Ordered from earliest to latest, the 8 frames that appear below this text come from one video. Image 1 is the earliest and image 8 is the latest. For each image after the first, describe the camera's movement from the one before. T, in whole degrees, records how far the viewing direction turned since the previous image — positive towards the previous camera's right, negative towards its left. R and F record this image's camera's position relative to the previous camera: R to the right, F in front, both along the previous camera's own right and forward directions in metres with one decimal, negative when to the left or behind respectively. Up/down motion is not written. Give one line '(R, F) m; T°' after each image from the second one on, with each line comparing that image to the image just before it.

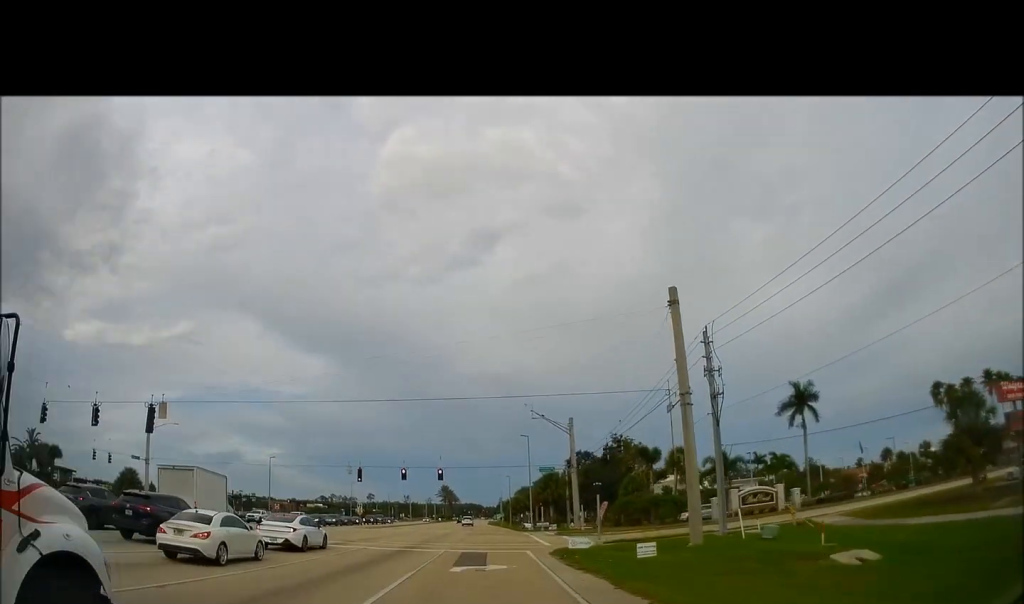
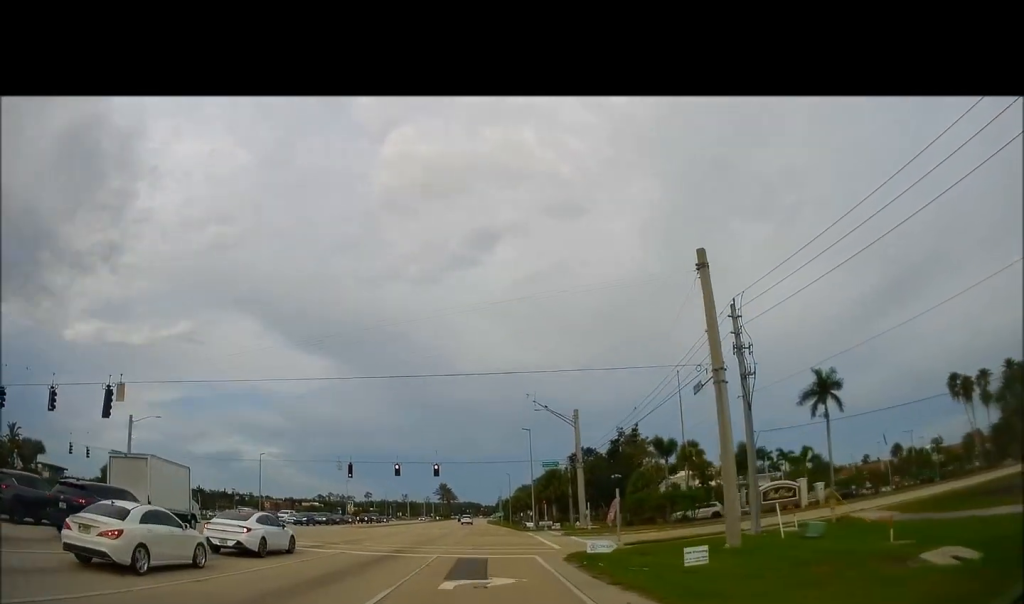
(+0.1, +5.3) m; -1°
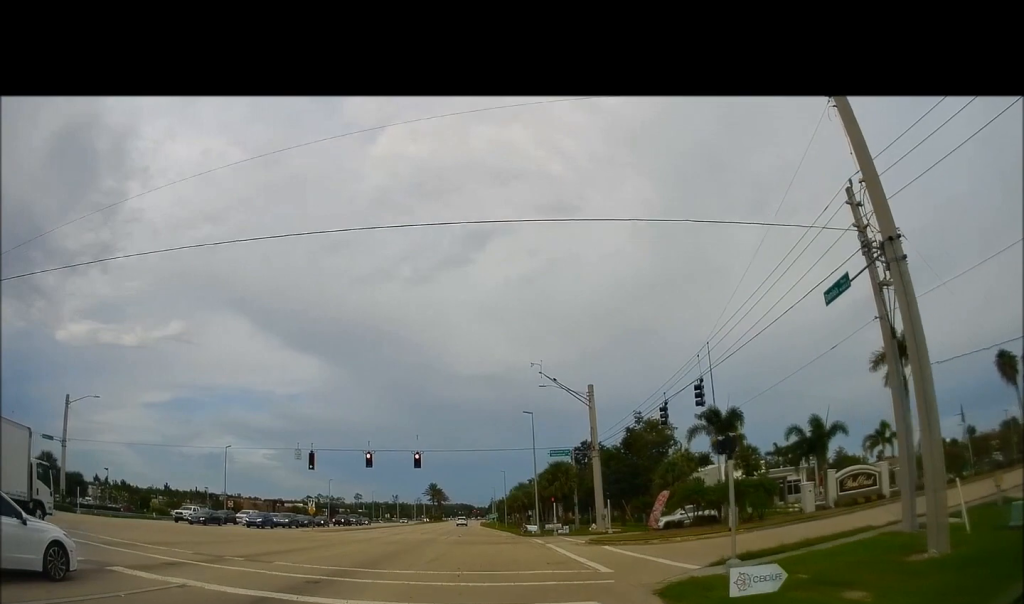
(-0.6, +15.1) m; -1°
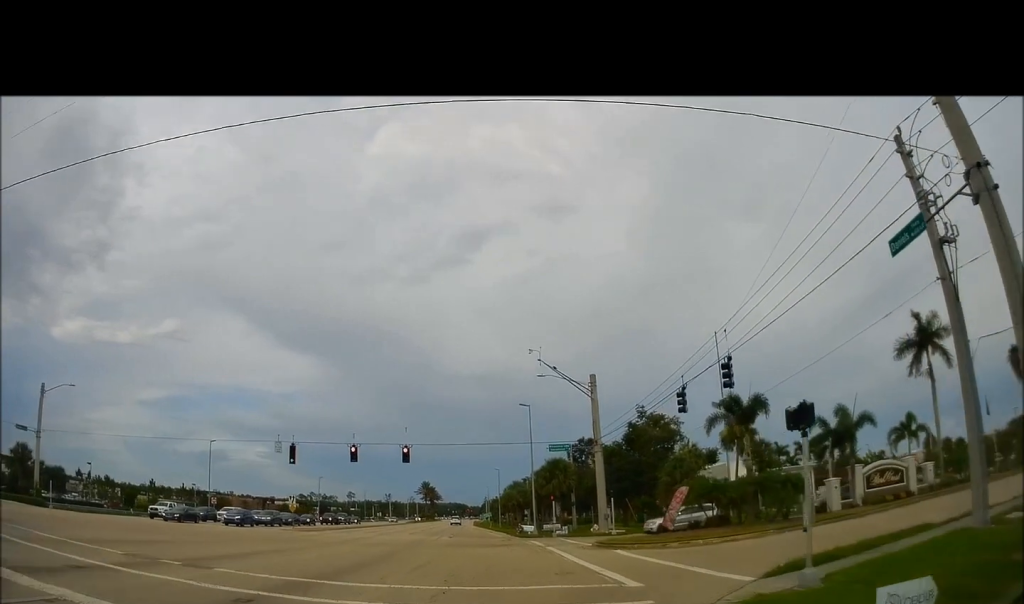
(+0.2, +4.6) m; +2°
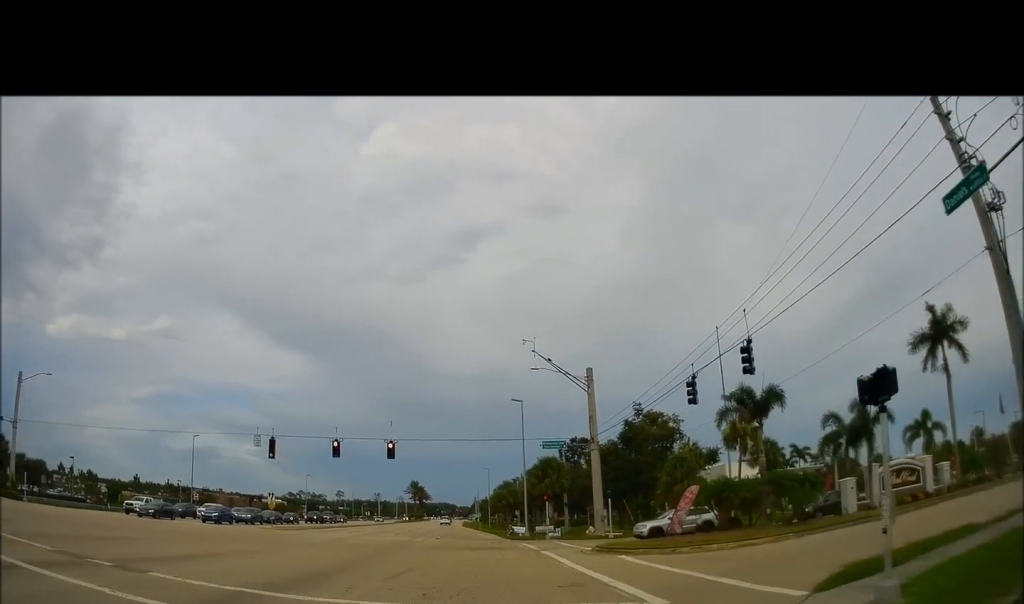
(+0.1, +3.6) m; +1°
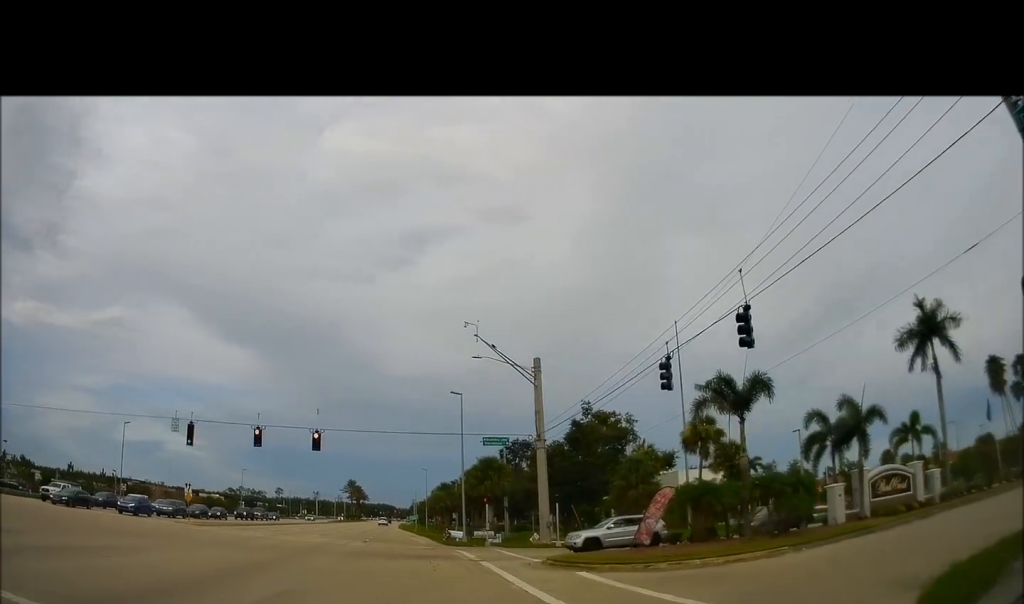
(0.0, +6.0) m; +4°
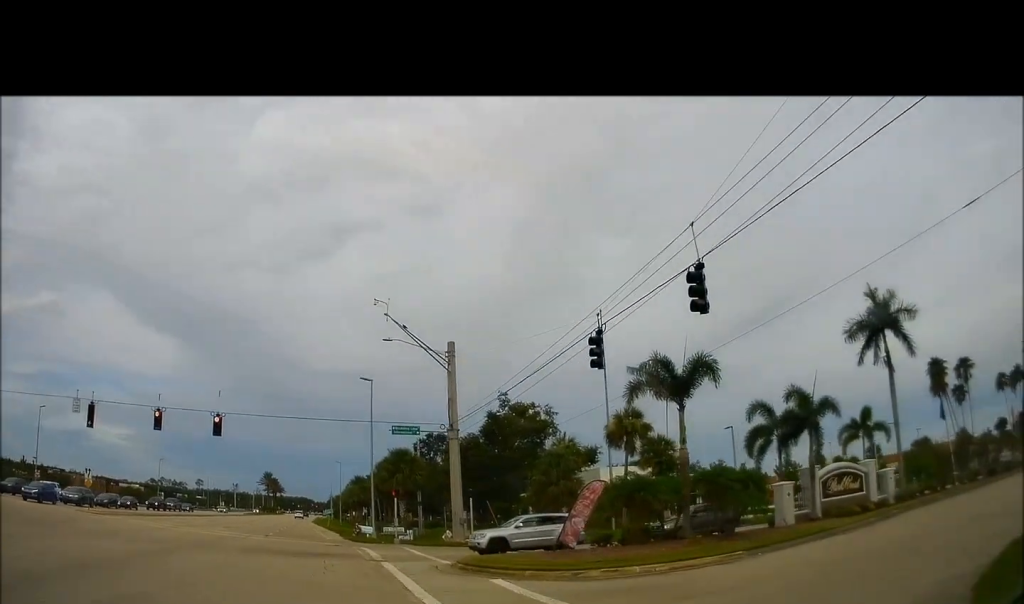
(+0.2, +3.5) m; +7°
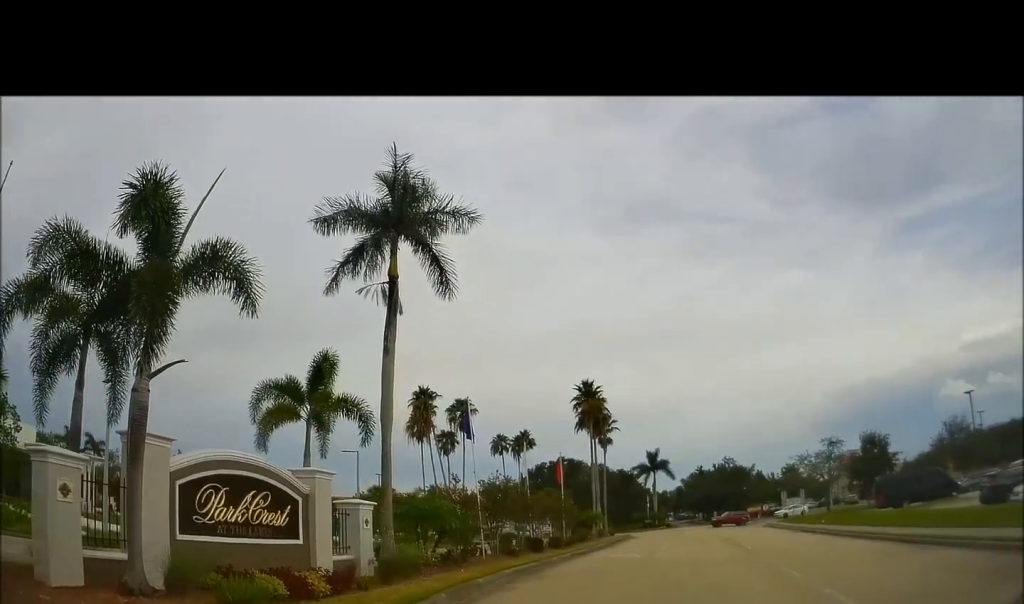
(+5.7, +13.3) m; +46°
